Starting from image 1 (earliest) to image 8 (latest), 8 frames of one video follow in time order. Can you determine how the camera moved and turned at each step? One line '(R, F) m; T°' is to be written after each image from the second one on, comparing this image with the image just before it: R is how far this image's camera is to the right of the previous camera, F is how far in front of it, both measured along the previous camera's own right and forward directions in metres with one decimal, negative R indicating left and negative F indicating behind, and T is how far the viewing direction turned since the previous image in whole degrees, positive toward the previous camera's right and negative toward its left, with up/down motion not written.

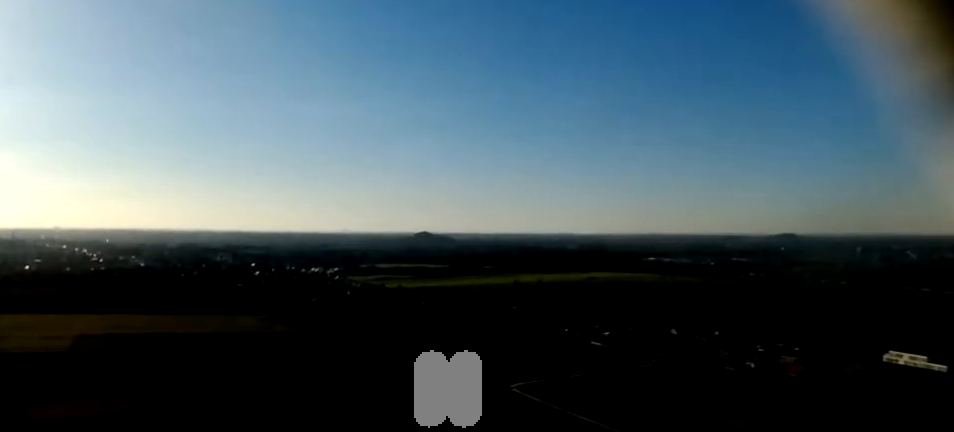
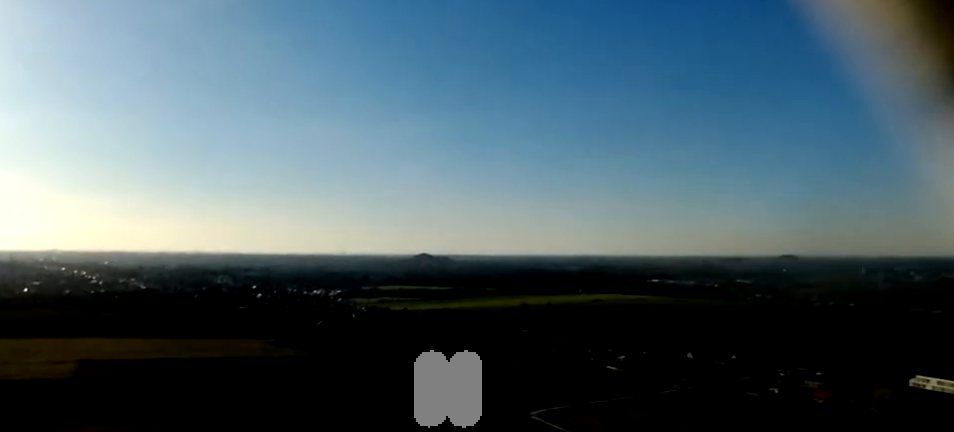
(0.0, +14.3) m; 0°
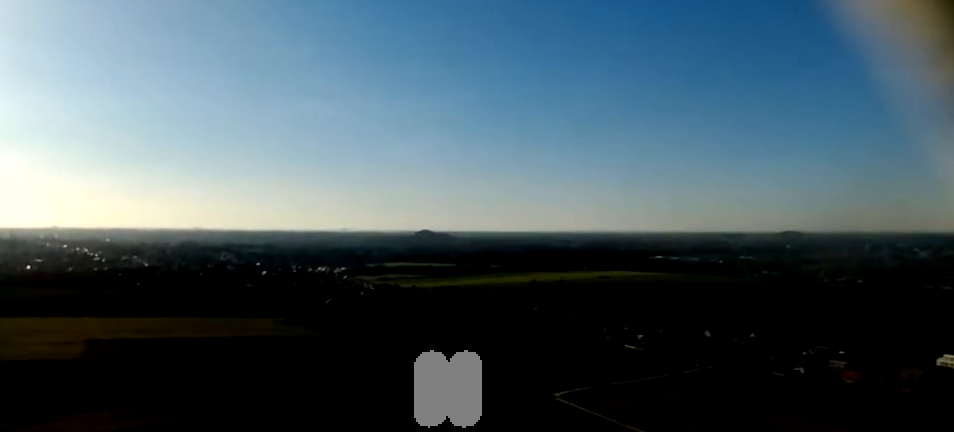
(0.0, +15.7) m; 0°
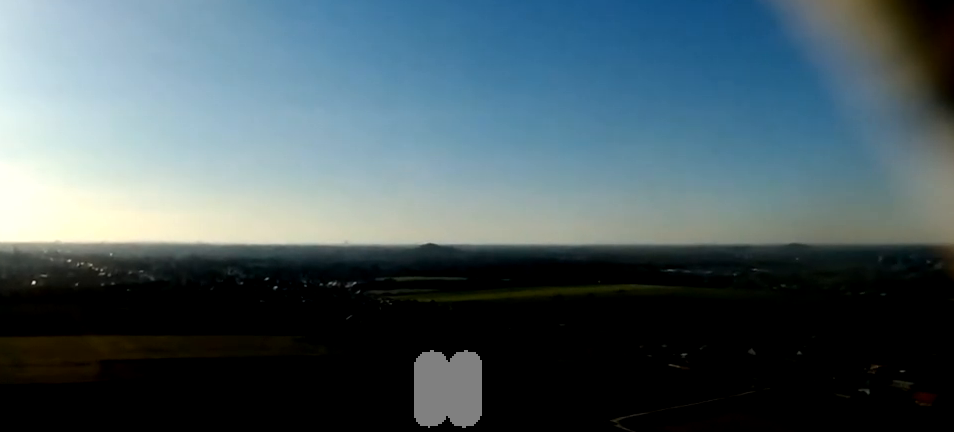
(-0.7, +30.8) m; 0°
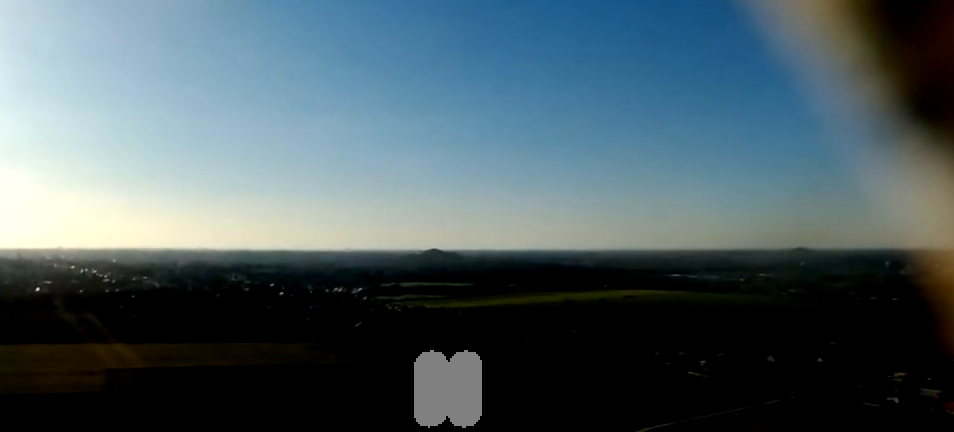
(+0.3, +12.1) m; 0°
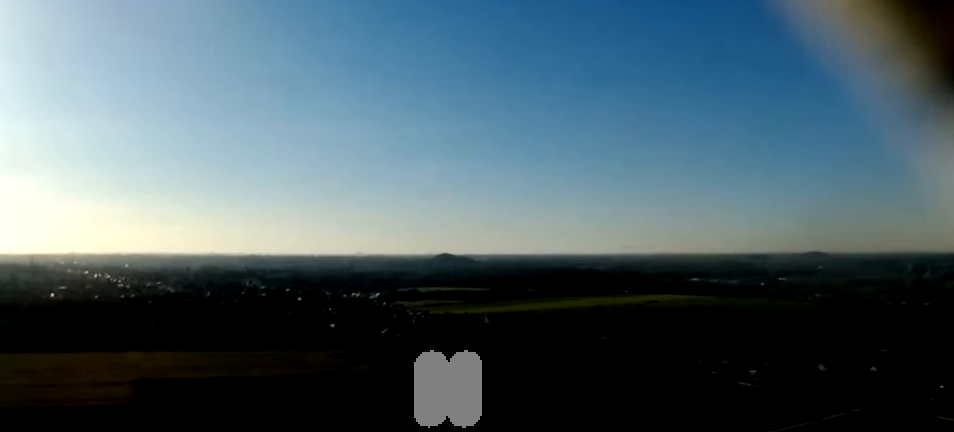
(-0.4, +26.8) m; -2°
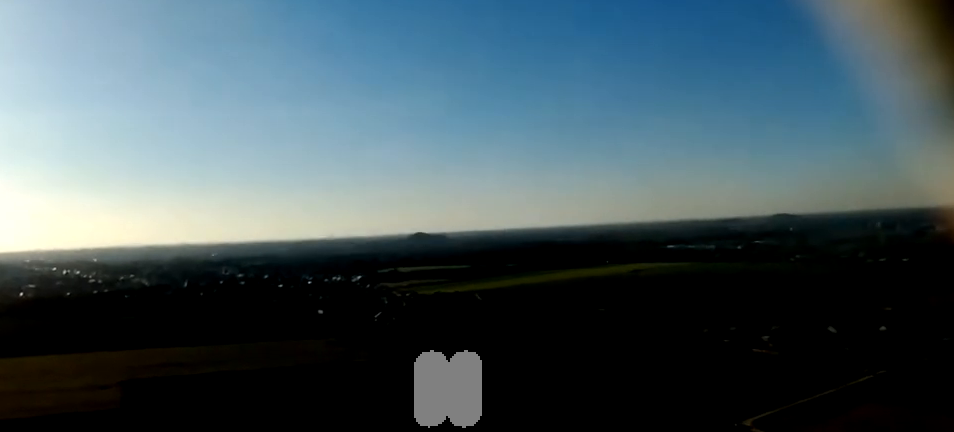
(+0.1, +27.1) m; +1°
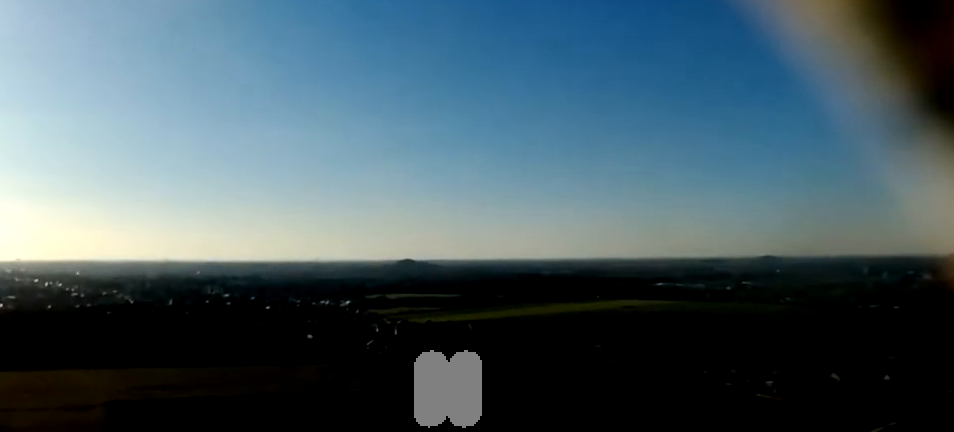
(-0.4, +15.8) m; +3°
